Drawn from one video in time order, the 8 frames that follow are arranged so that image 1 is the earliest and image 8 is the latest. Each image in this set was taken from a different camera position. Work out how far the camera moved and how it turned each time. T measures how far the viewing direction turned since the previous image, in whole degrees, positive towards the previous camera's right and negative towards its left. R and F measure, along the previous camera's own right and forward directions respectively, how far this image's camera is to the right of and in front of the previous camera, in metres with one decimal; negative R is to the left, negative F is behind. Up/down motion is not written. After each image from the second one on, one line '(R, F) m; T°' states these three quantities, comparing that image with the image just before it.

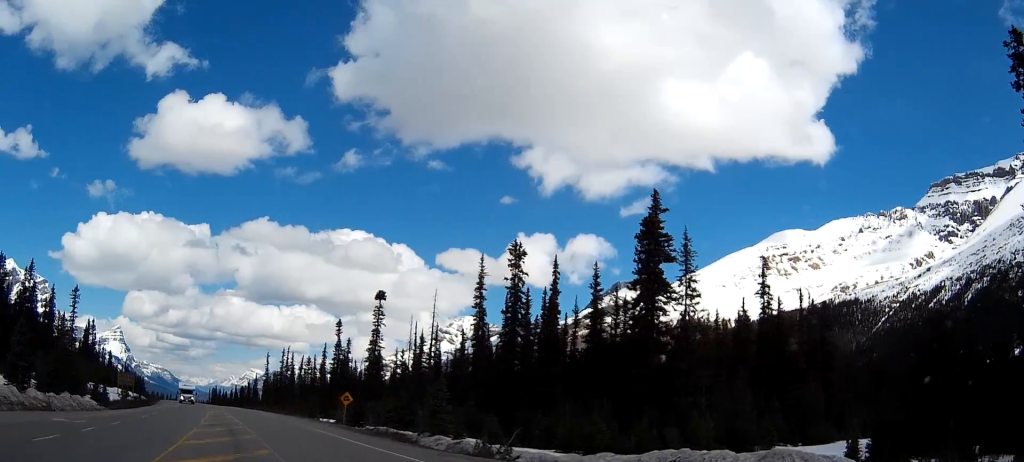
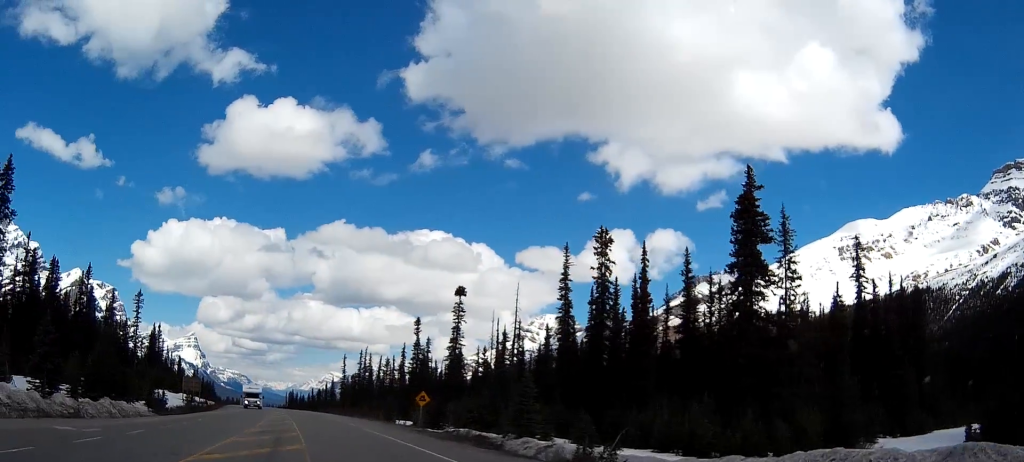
(-0.1, +3.5) m; -5°
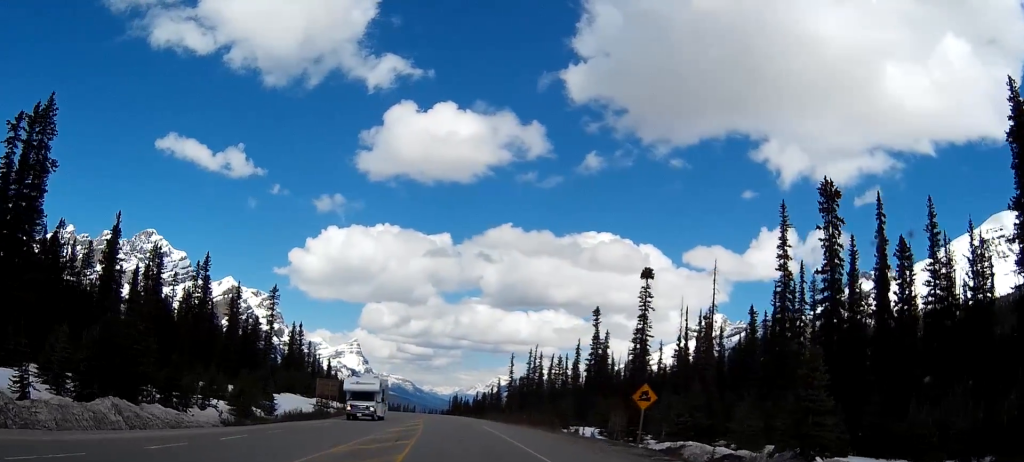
(-1.2, +11.8) m; -12°
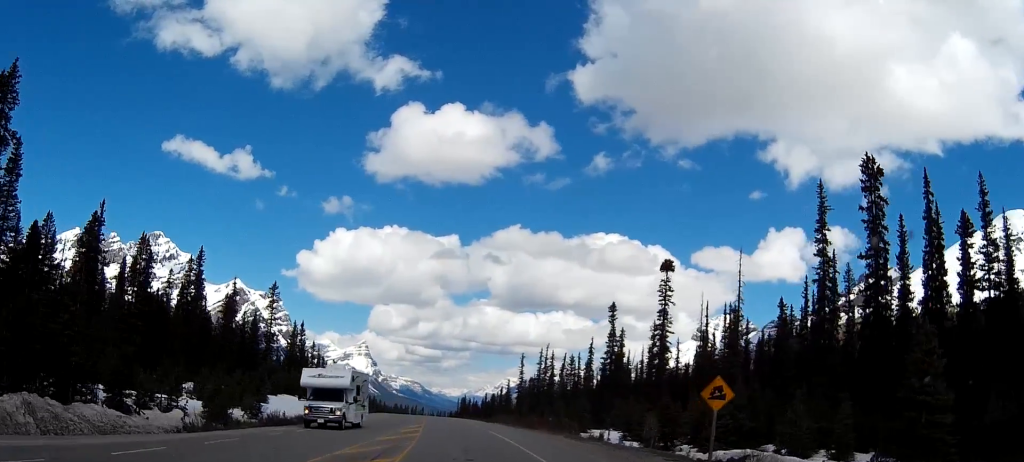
(-0.3, +6.5) m; -2°
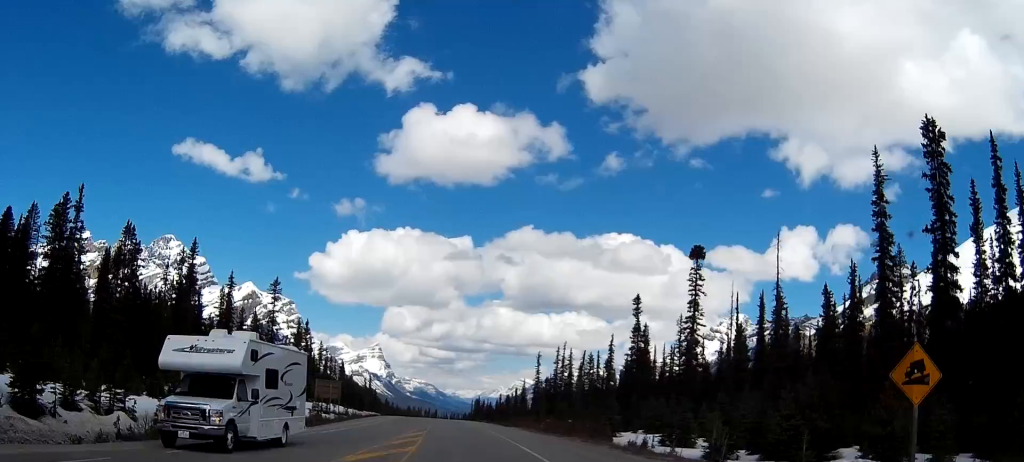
(-0.2, +8.8) m; -1°
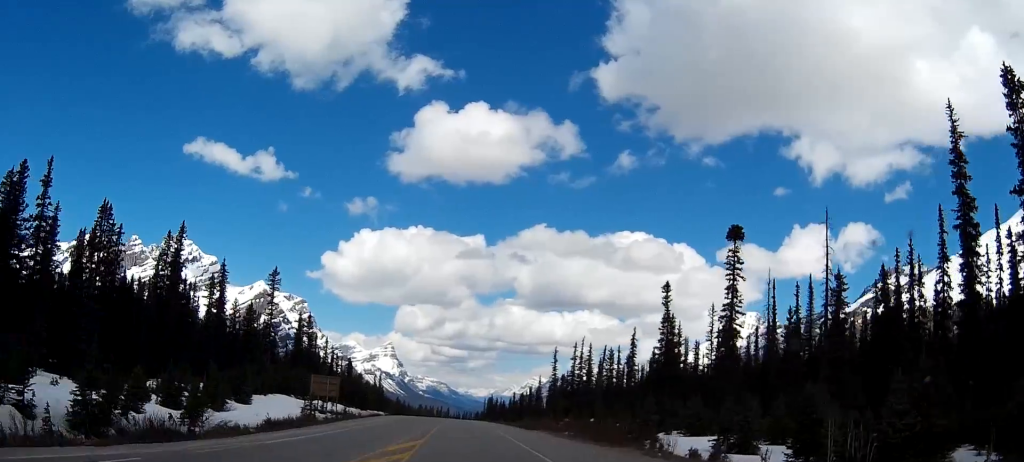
(0.0, +11.6) m; 0°
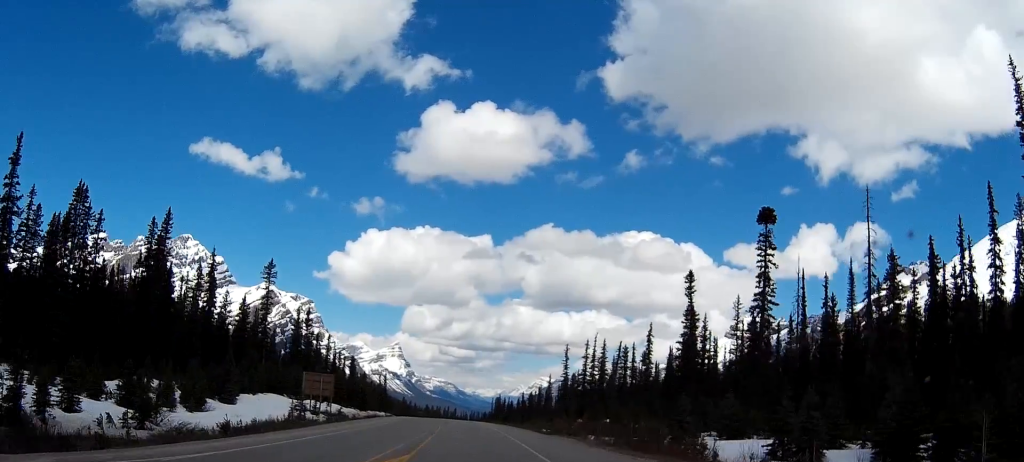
(0.0, +9.9) m; 0°
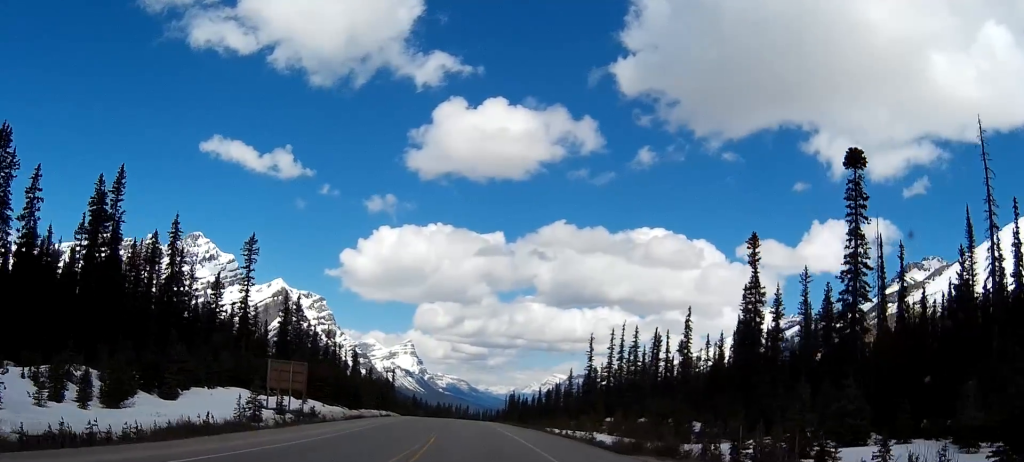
(0.0, +22.7) m; 0°
